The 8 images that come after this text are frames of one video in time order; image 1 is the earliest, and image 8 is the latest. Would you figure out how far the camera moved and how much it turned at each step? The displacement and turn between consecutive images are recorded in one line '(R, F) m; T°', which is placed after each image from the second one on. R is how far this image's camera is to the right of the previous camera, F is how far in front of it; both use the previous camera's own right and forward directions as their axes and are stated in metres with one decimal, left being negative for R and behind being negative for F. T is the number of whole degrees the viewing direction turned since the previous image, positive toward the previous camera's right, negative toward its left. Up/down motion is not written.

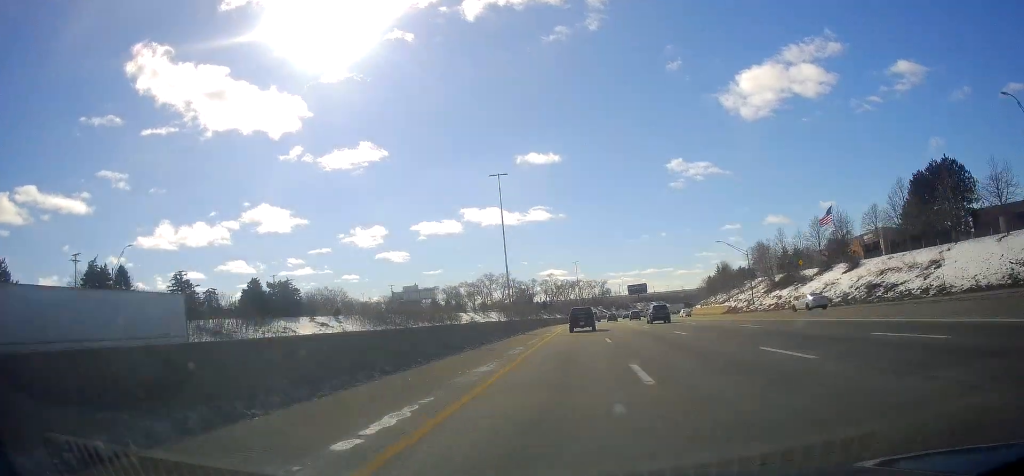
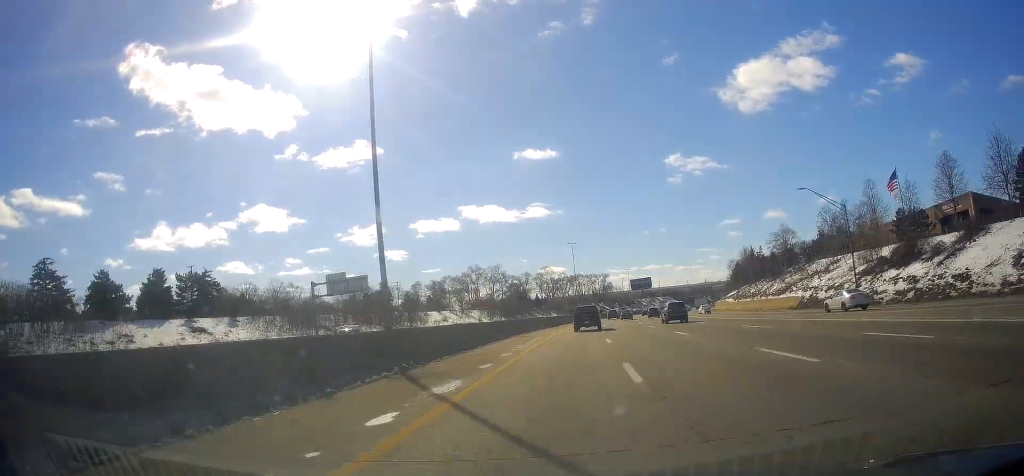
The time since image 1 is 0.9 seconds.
(+0.1, +31.9) m; +1°
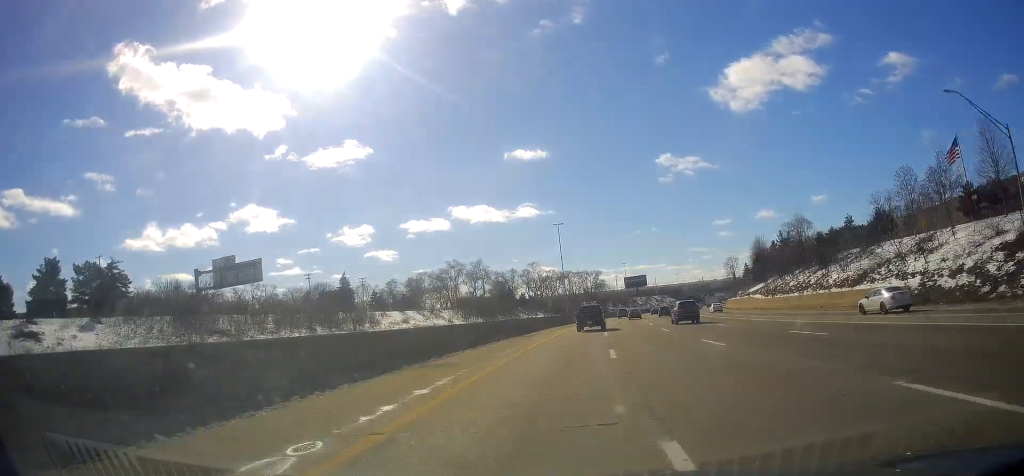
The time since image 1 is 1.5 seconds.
(+0.2, +23.2) m; +1°
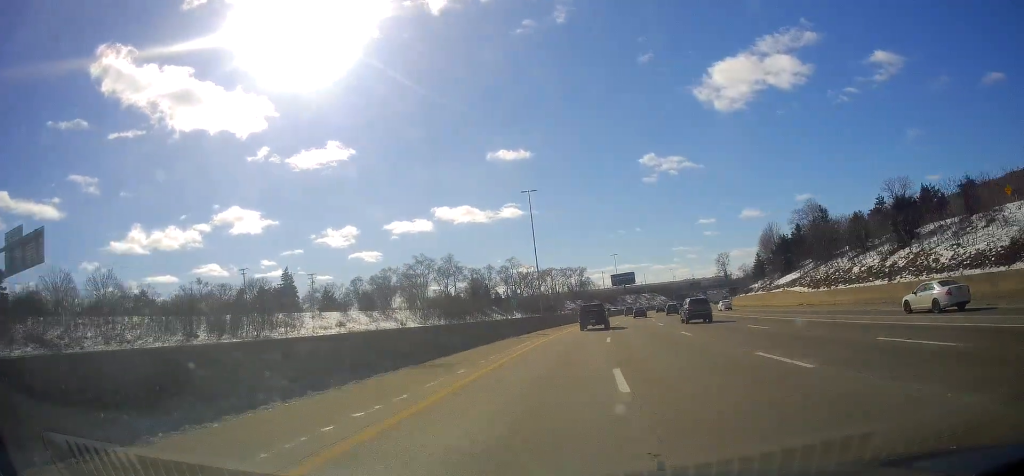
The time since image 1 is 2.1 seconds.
(+0.1, +23.1) m; +1°
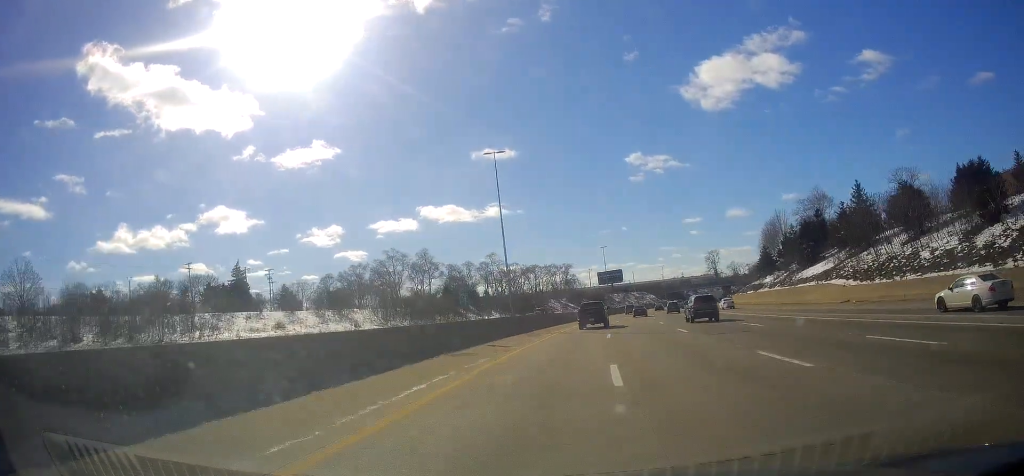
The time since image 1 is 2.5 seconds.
(+0.2, +14.8) m; +2°
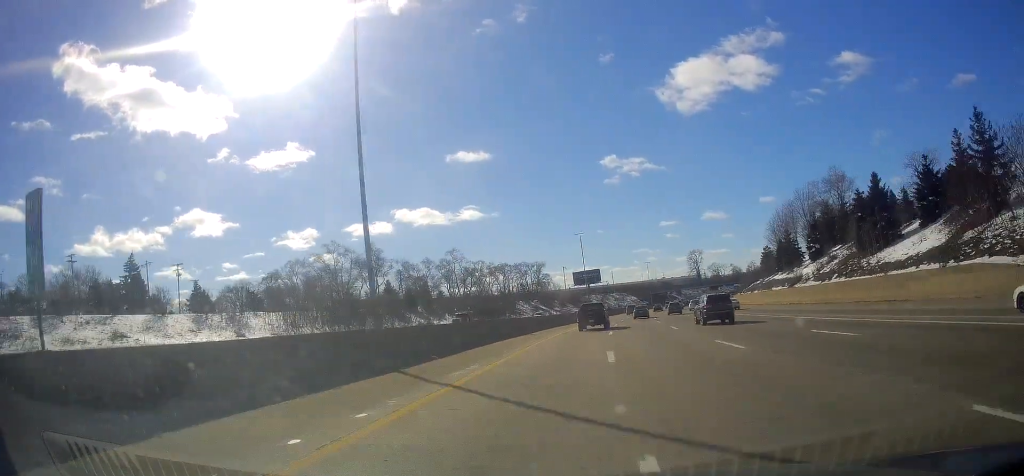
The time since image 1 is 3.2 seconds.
(+0.3, +25.8) m; +3°
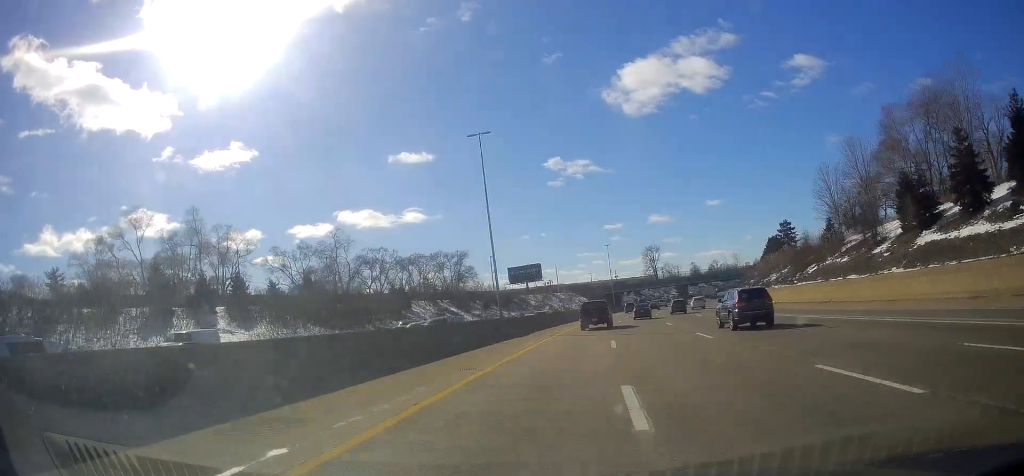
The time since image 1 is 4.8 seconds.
(+3.6, +56.1) m; +6°
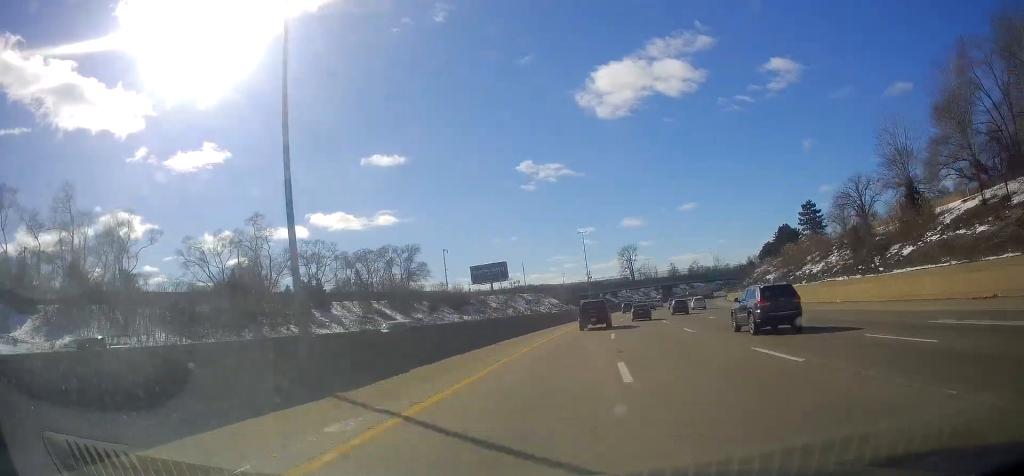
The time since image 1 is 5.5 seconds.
(+0.4, +25.7) m; +2°
